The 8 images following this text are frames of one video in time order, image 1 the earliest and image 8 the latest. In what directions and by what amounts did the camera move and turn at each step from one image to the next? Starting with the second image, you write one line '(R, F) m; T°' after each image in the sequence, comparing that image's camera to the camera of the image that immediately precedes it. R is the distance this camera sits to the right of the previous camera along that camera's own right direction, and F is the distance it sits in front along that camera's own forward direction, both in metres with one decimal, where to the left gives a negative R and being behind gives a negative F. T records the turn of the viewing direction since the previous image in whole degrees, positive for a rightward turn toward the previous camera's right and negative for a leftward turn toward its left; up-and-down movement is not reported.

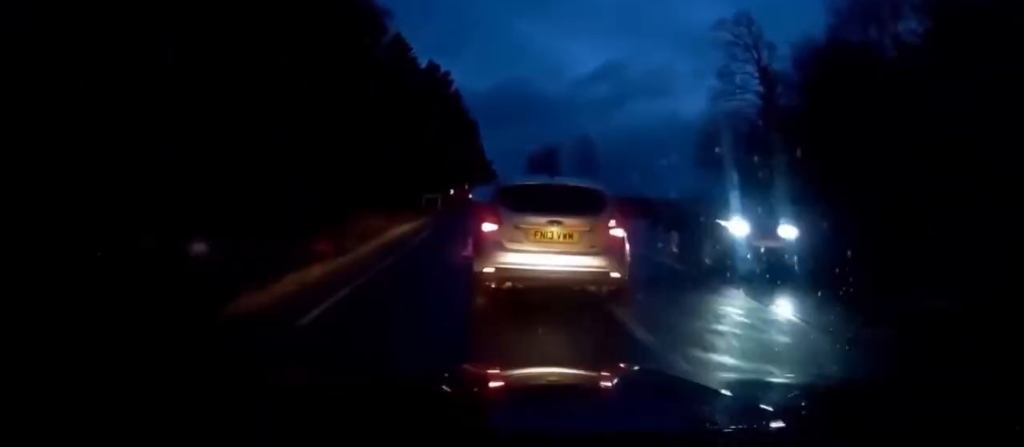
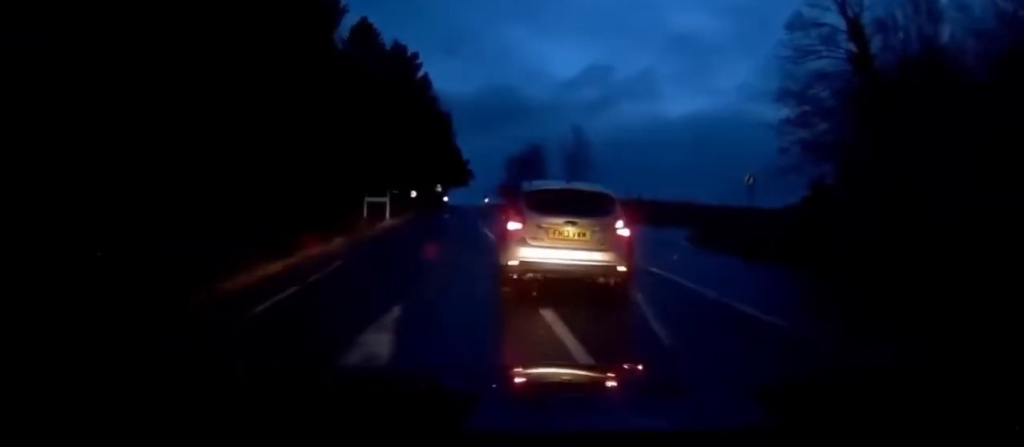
(+0.9, +13.0) m; +3°
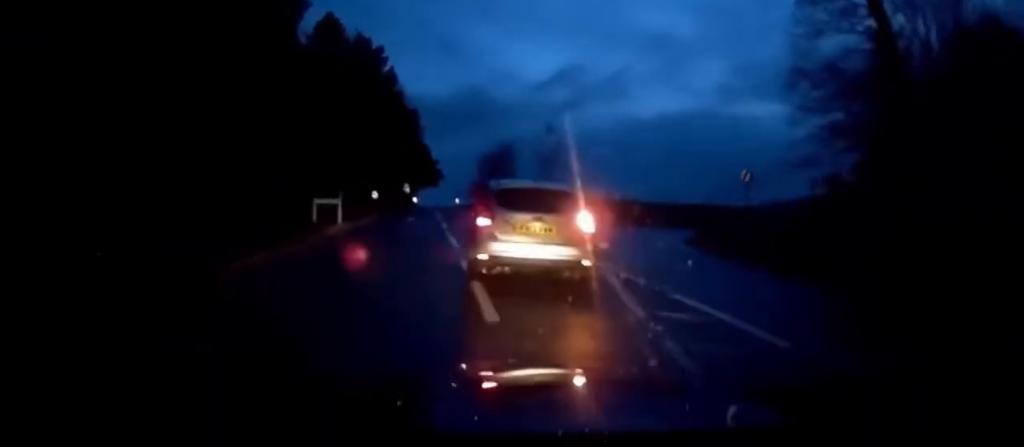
(+0.1, +3.7) m; -1°
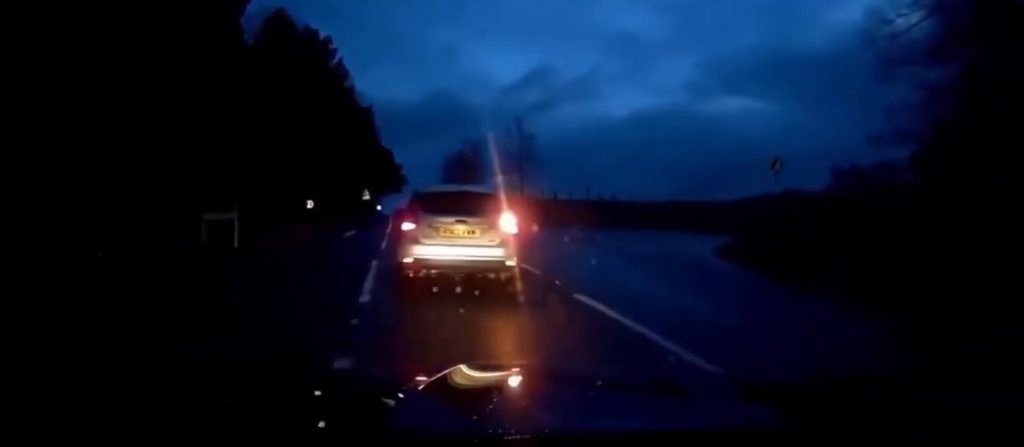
(-0.2, +7.6) m; +1°
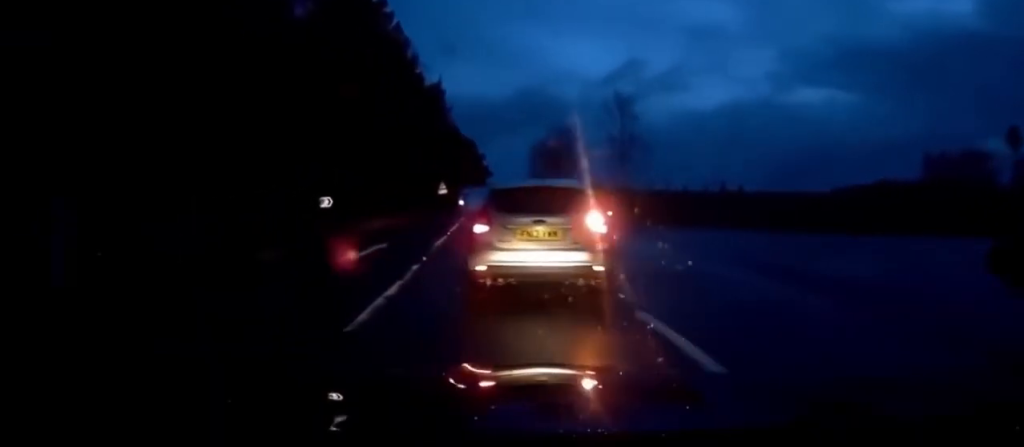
(+0.4, +12.2) m; -1°
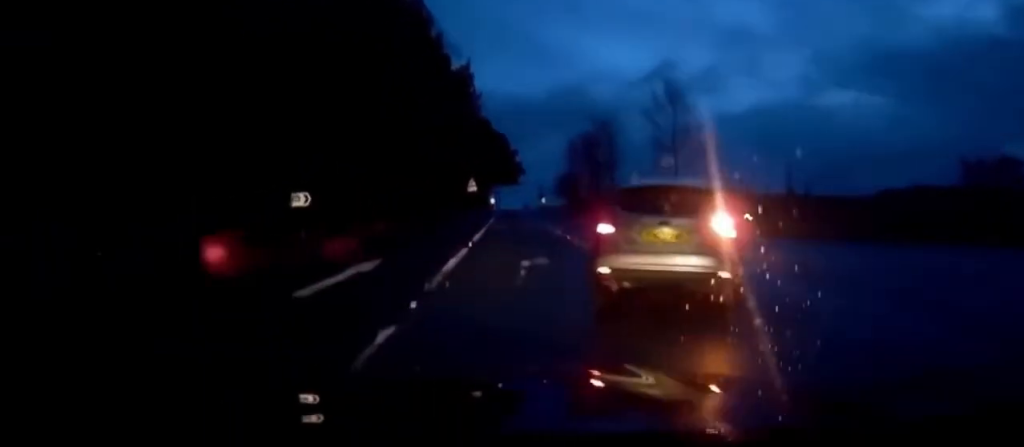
(-0.5, +7.0) m; -4°
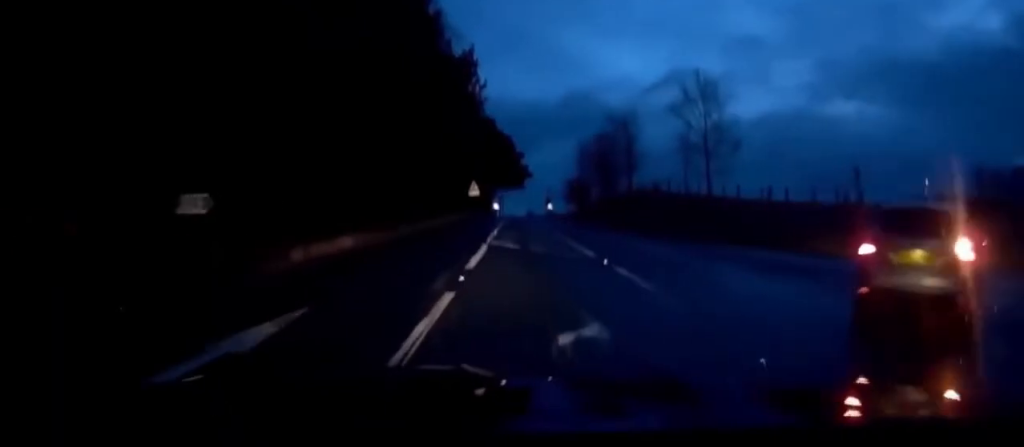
(0.0, +6.7) m; -3°
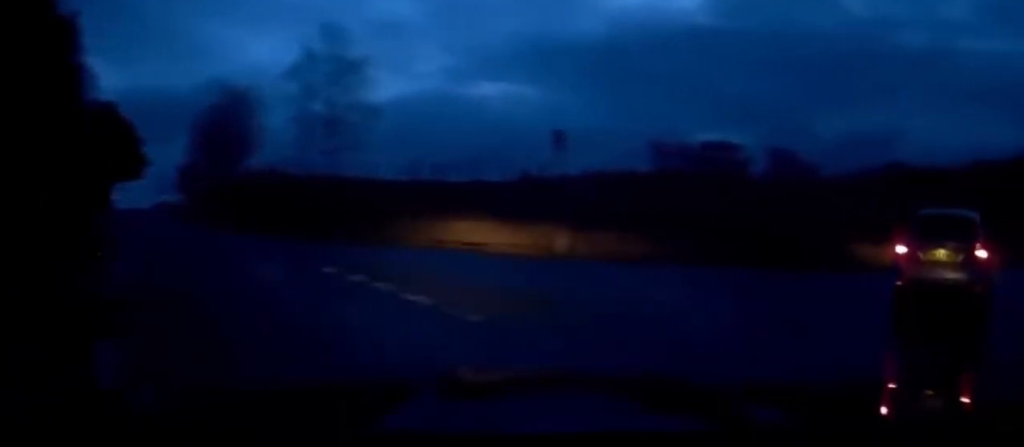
(0.0, +7.9) m; +12°
